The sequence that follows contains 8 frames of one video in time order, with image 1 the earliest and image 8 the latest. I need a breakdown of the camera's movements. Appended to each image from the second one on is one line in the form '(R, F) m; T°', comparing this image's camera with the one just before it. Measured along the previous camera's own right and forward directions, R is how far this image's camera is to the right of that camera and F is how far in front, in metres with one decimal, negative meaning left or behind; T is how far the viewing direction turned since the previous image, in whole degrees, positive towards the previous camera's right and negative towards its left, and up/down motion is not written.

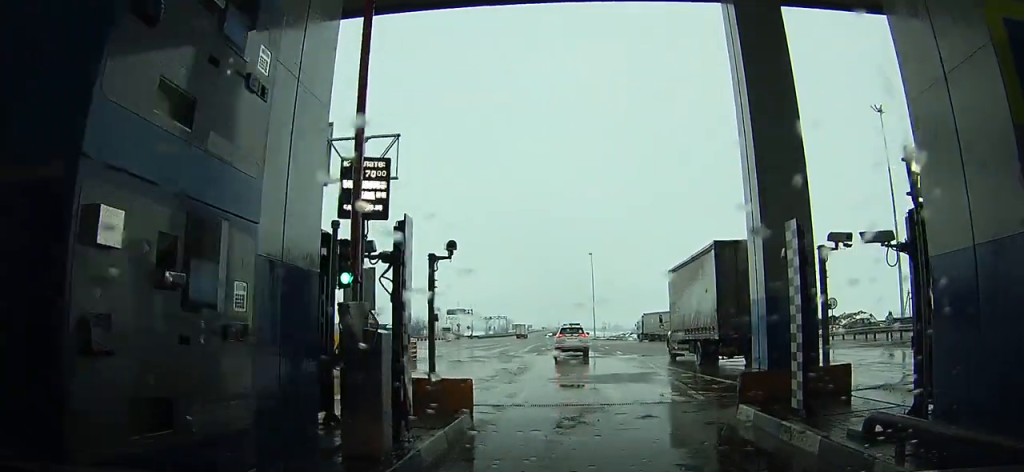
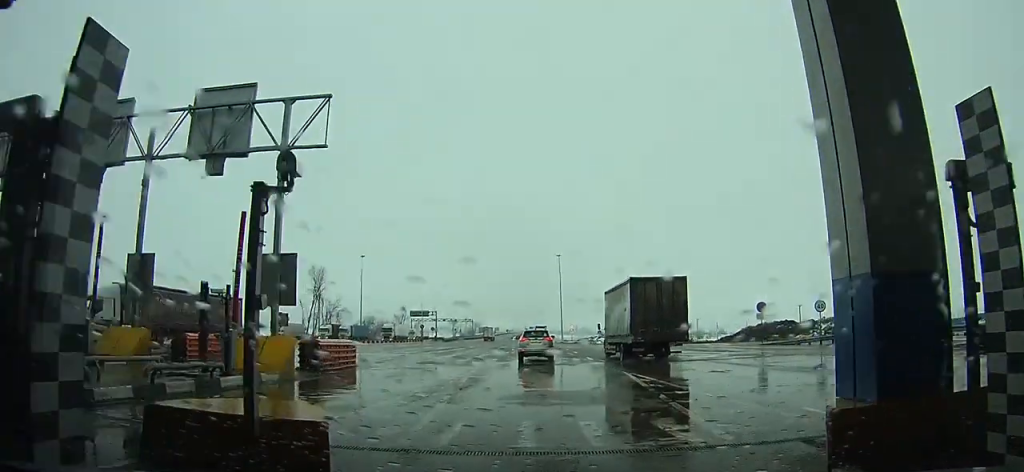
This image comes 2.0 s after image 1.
(+0.2, +3.1) m; -9°
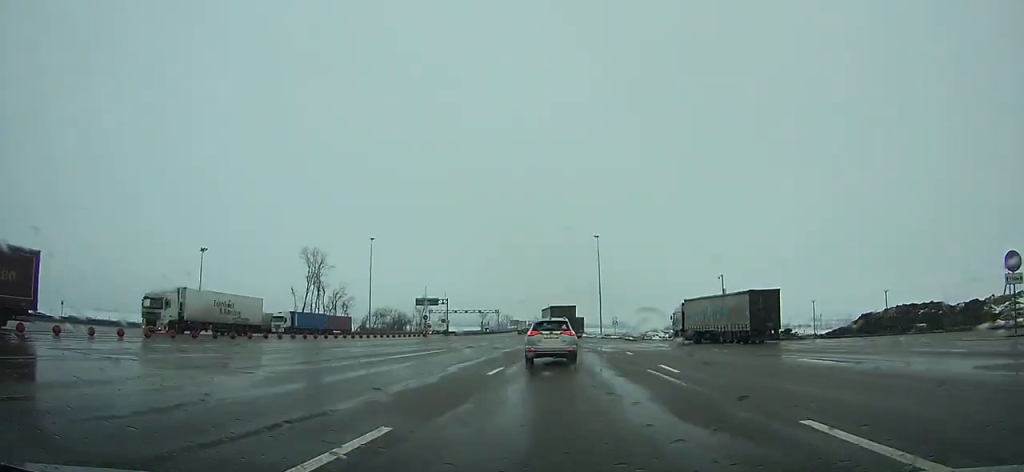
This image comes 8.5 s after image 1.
(-1.9, +22.3) m; +1°
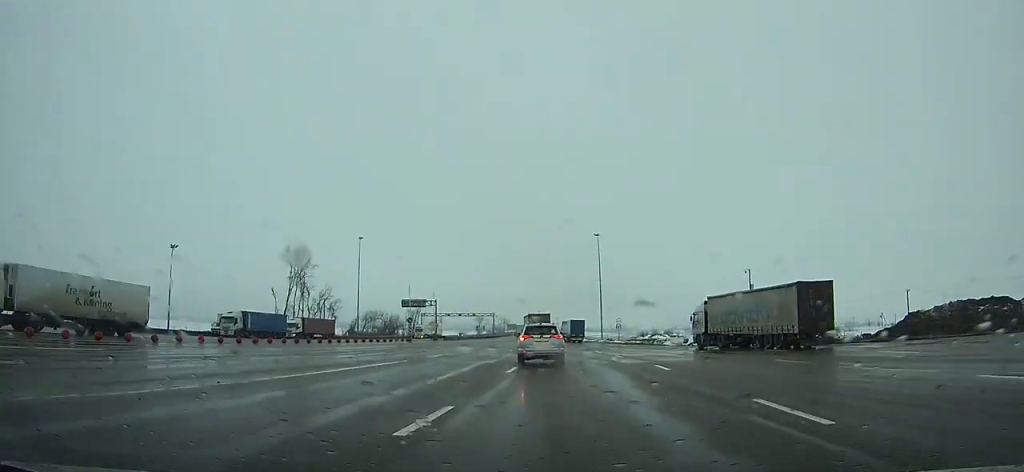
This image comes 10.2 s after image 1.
(+0.7, +9.4) m; +2°
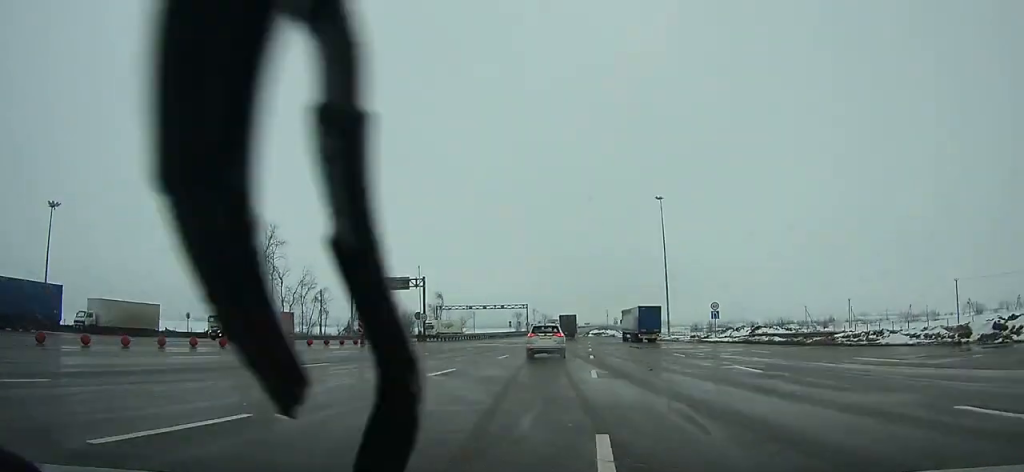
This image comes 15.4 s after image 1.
(-1.4, +39.8) m; -3°
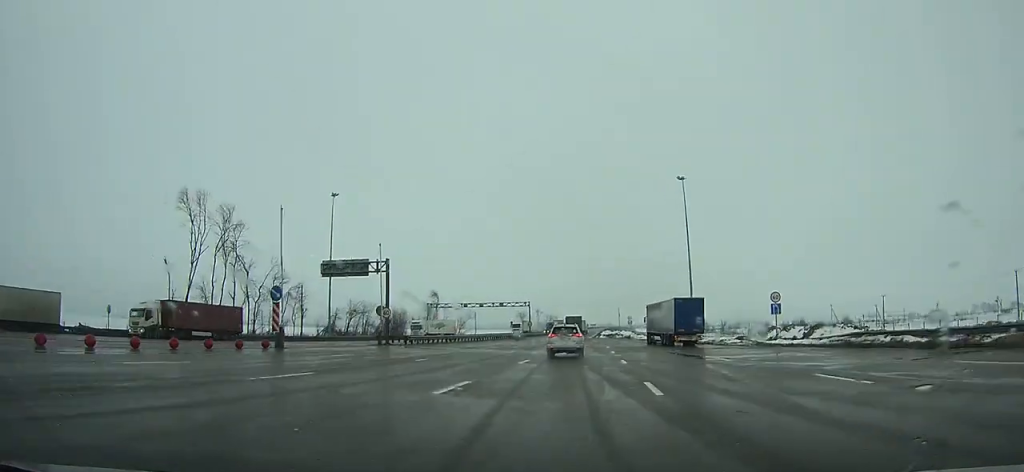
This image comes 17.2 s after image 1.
(-0.2, +16.8) m; 0°
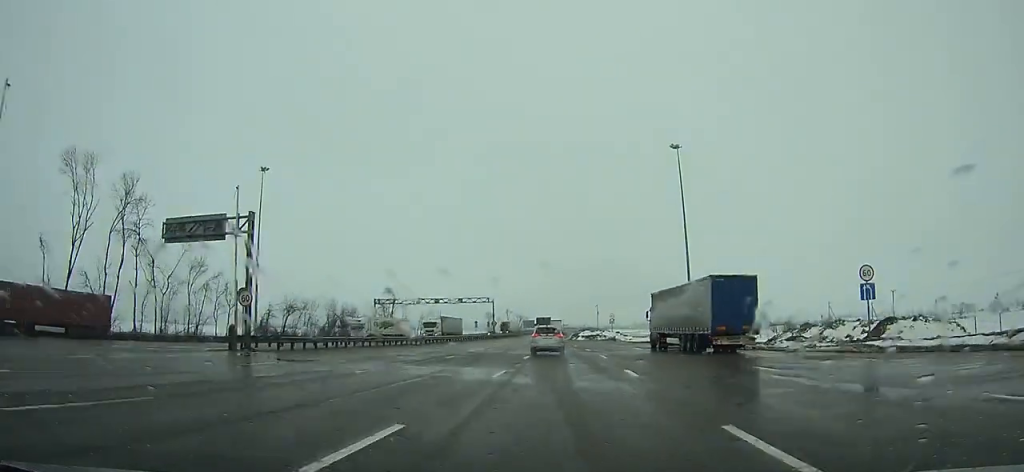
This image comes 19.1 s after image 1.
(+0.4, +19.8) m; 0°
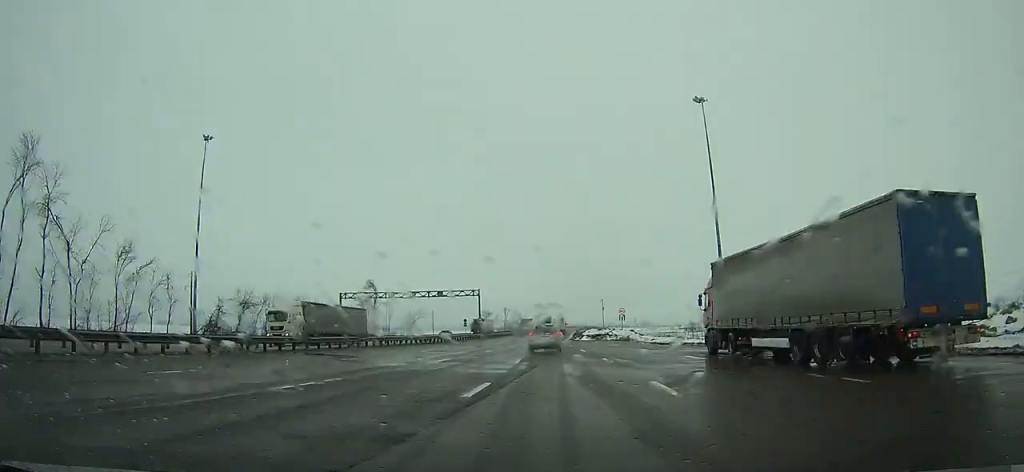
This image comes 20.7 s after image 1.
(0.0, +17.9) m; 0°
